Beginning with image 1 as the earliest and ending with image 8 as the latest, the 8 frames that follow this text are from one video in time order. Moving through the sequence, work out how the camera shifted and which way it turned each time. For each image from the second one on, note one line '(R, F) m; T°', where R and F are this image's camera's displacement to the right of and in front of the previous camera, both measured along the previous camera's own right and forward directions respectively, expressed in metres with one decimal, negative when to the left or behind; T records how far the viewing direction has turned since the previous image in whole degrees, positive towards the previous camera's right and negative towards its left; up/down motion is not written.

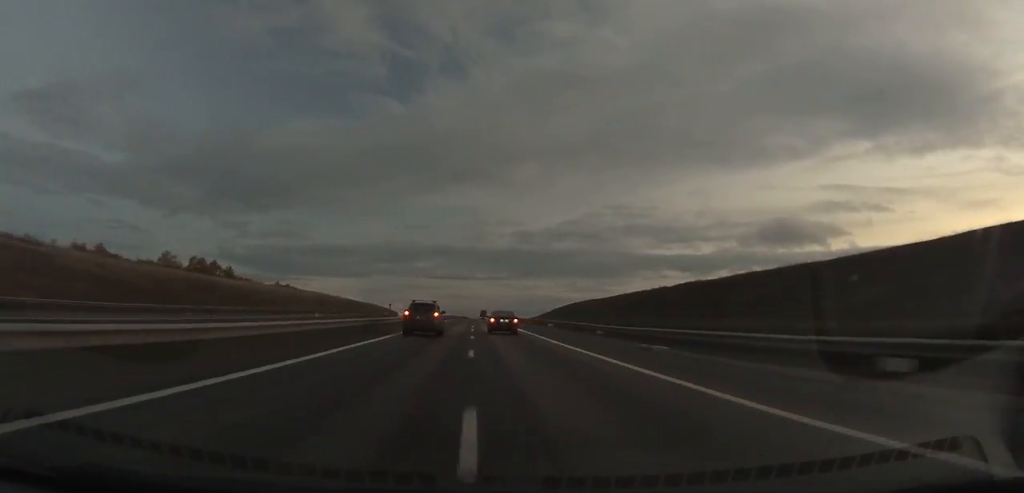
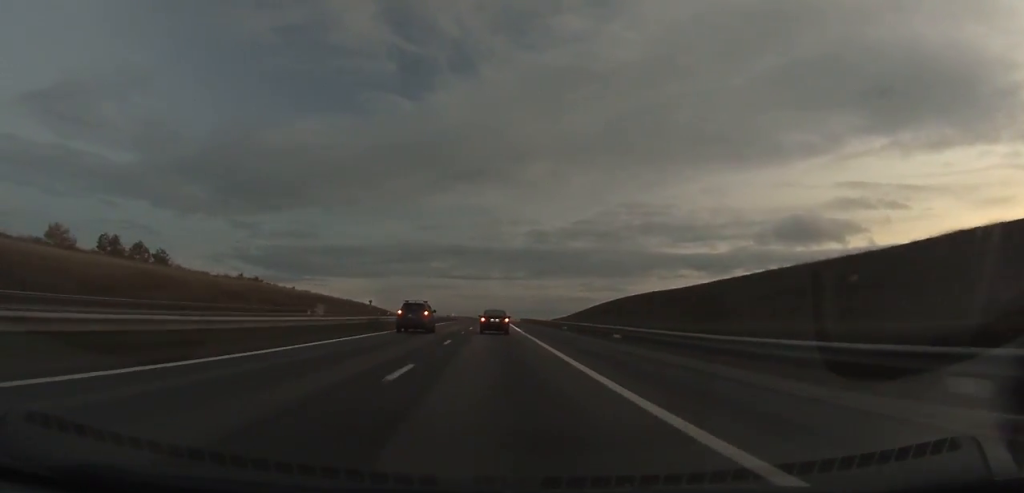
(+0.4, +55.3) m; 0°
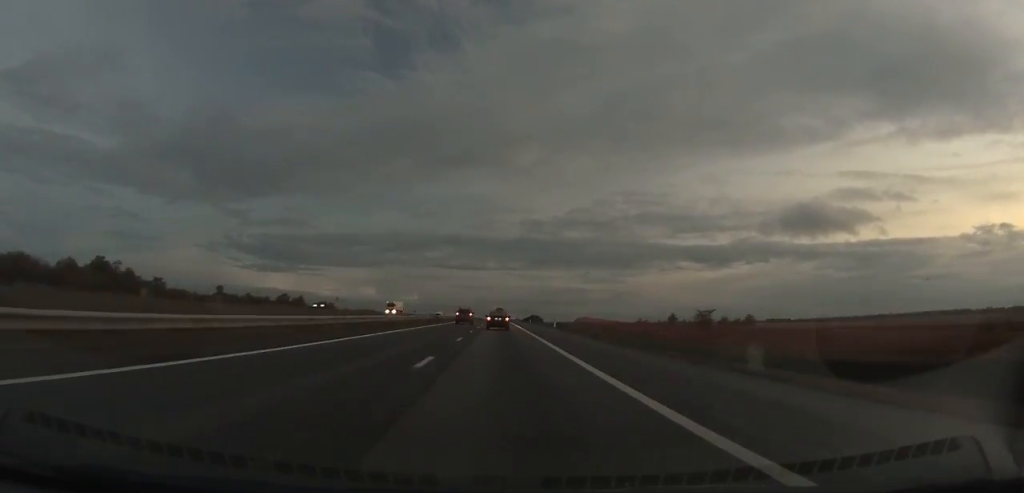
(-0.7, +220.6) m; 0°
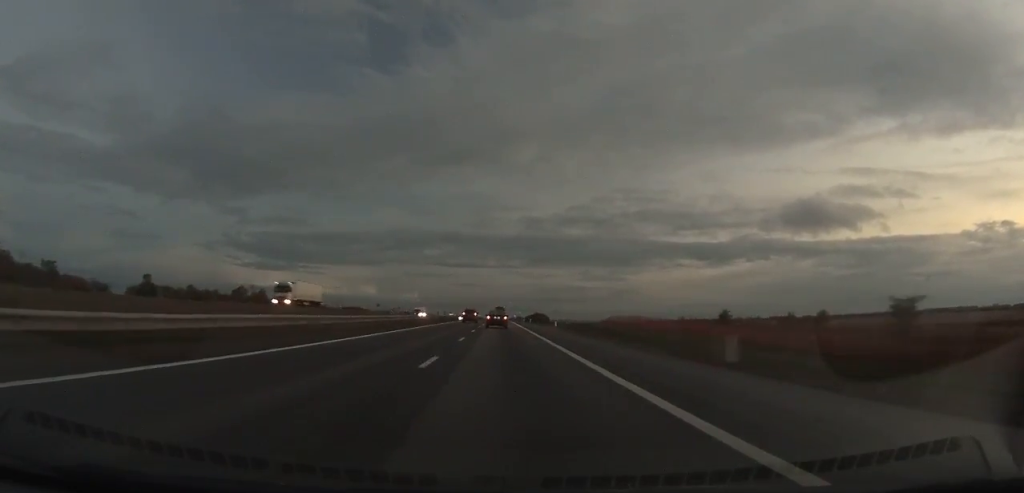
(0.0, +43.4) m; 0°
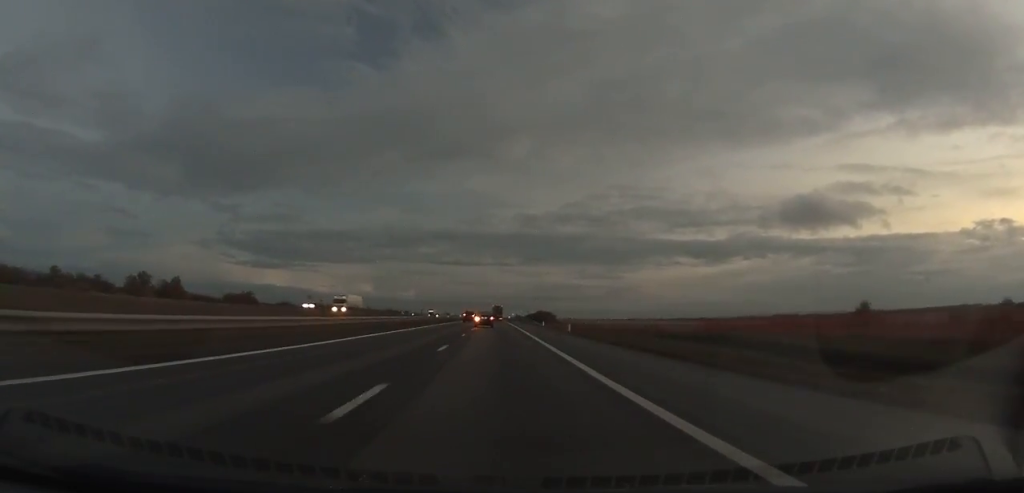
(0.0, +59.1) m; 0°
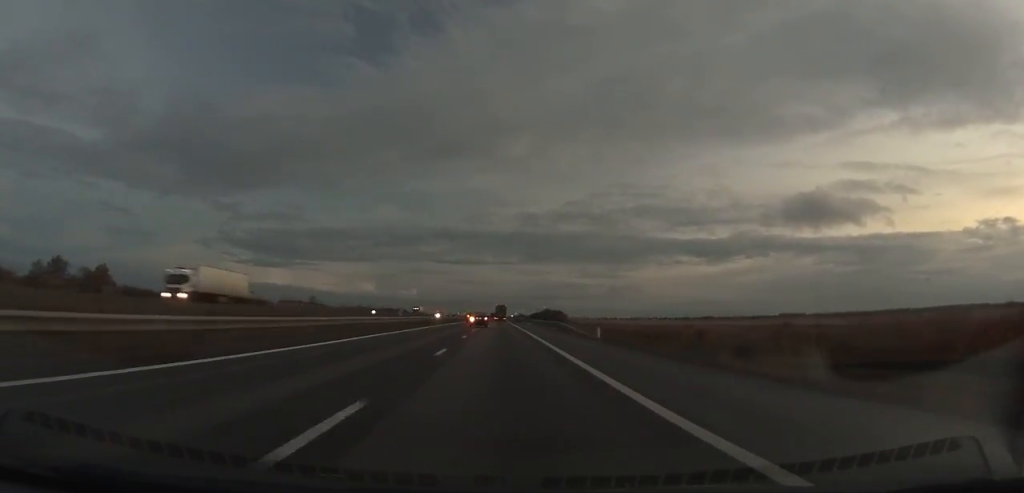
(+0.1, +35.6) m; 0°
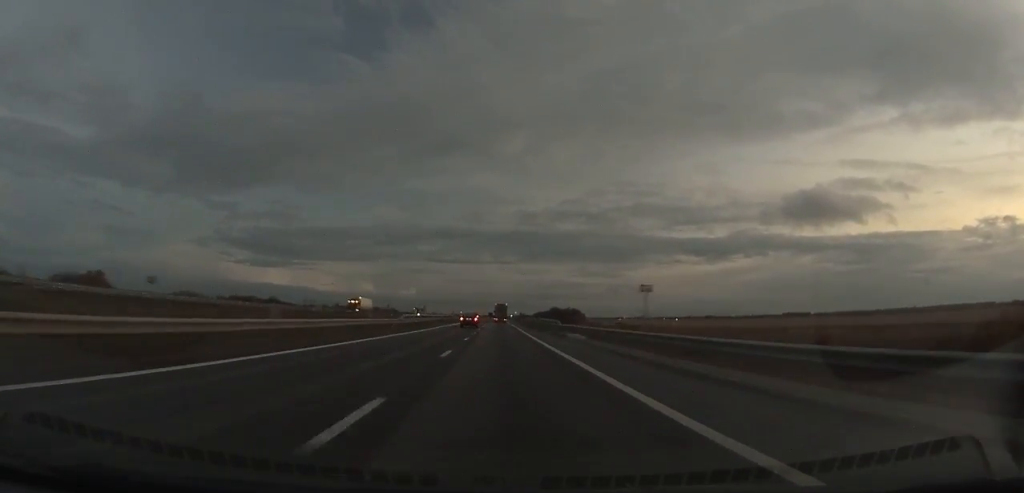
(-0.2, +56.0) m; 0°
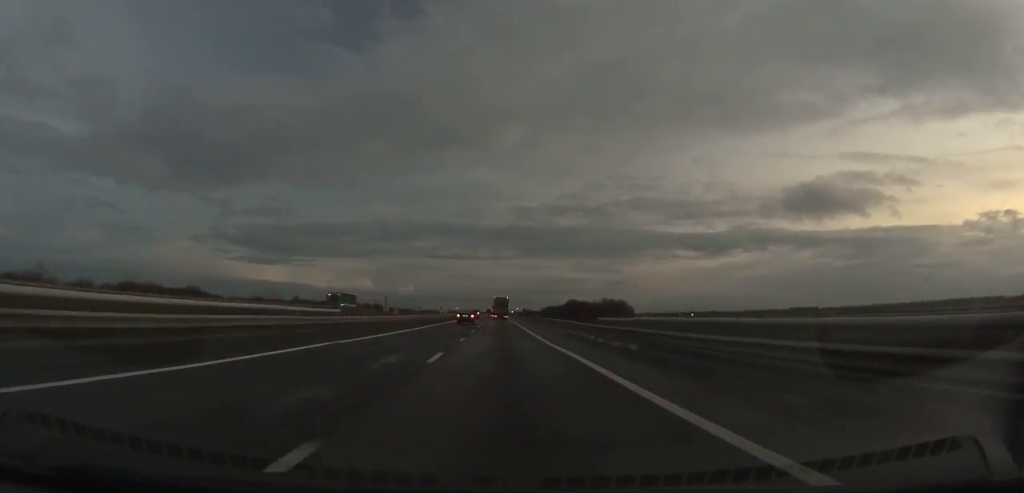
(-0.1, +72.2) m; 0°
